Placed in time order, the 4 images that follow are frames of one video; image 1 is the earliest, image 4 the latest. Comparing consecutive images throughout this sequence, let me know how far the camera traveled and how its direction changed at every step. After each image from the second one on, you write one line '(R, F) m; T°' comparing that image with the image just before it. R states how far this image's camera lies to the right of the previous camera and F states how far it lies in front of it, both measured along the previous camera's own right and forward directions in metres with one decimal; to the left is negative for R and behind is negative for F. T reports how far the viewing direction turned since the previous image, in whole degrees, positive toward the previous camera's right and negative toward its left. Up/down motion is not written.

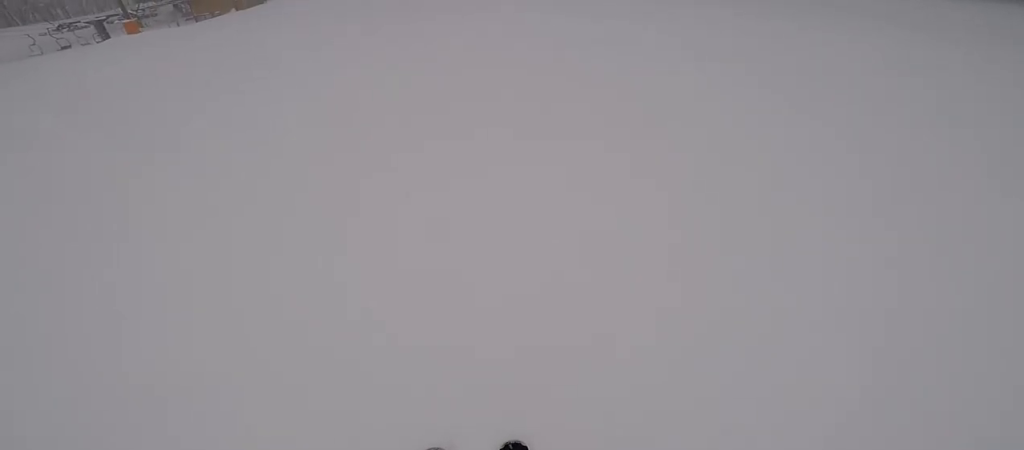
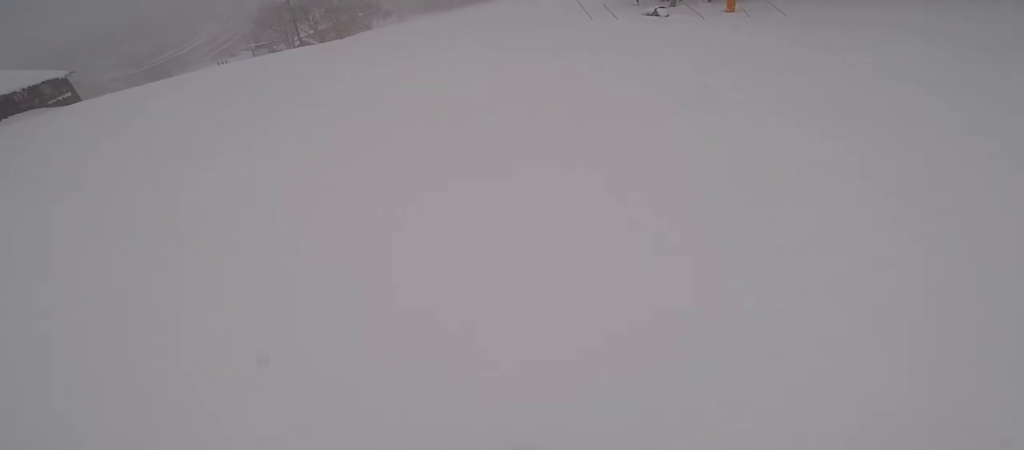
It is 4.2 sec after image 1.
(+1.8, +33.3) m; -4°
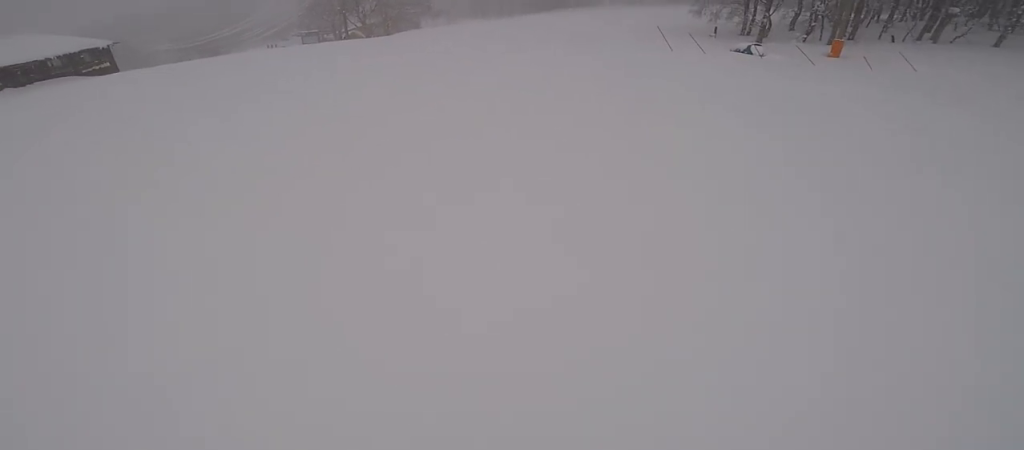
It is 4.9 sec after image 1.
(-1.0, +4.2) m; -10°
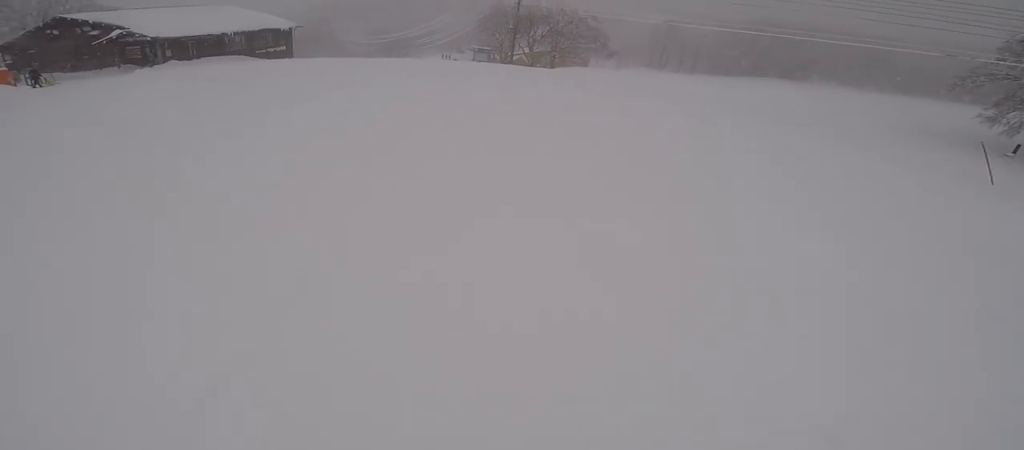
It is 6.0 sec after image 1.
(-0.7, +6.8) m; -12°
